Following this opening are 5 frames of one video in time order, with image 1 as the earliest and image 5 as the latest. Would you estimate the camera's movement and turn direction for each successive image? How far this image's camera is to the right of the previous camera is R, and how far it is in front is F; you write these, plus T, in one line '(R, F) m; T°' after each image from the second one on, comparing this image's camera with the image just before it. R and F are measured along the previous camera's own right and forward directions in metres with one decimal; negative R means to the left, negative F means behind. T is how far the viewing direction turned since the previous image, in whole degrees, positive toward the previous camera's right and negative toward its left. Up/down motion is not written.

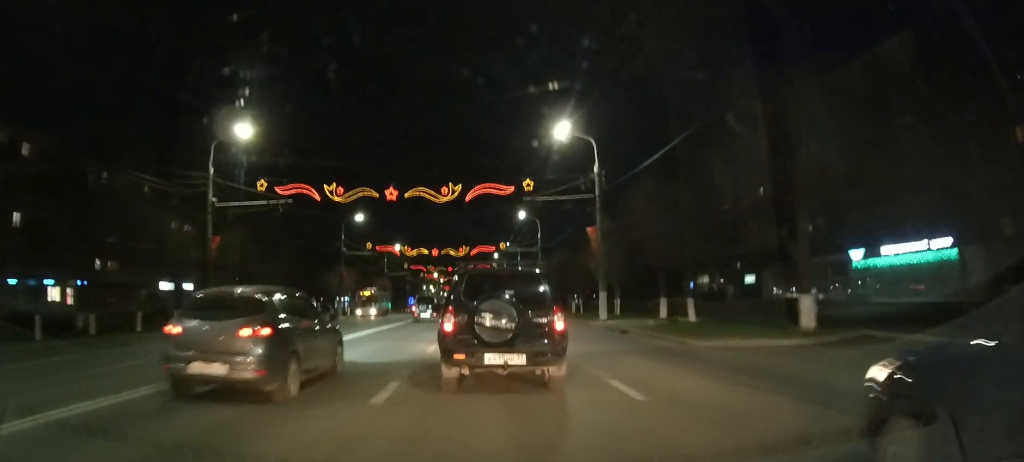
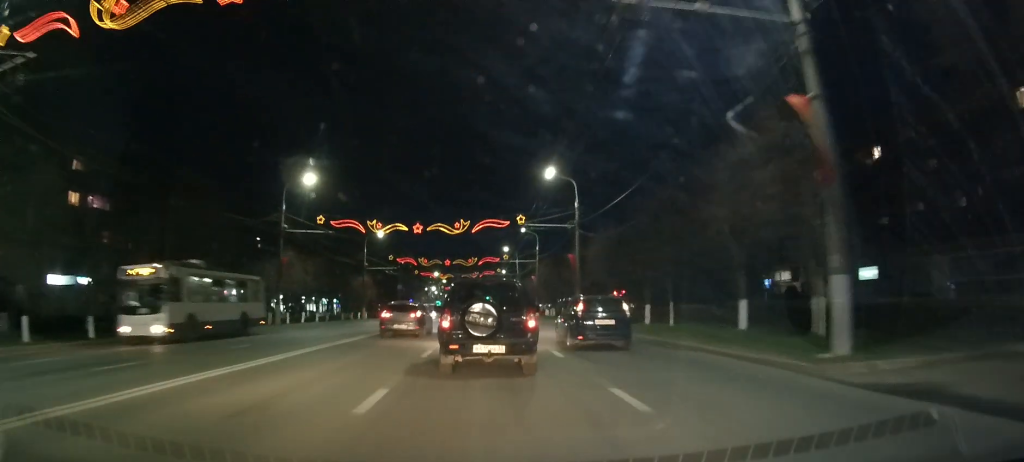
(-0.1, +24.5) m; -1°
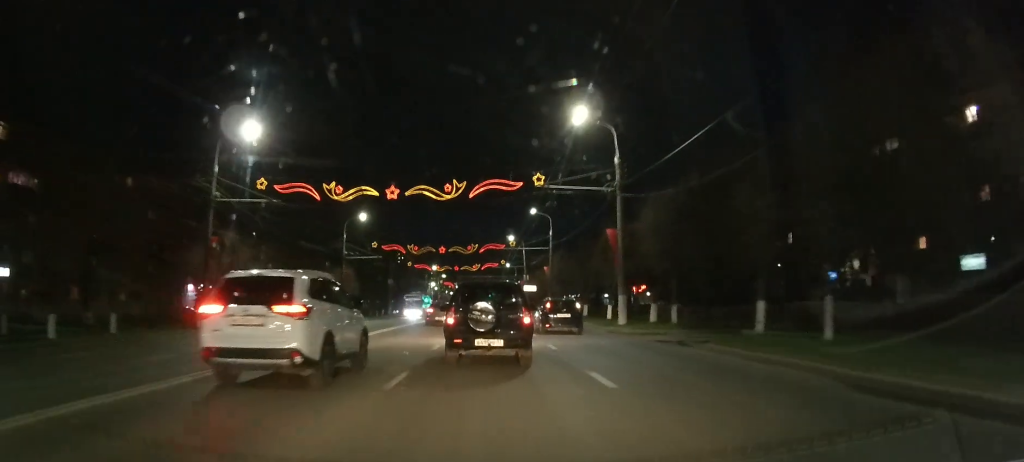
(-0.1, +13.8) m; 0°
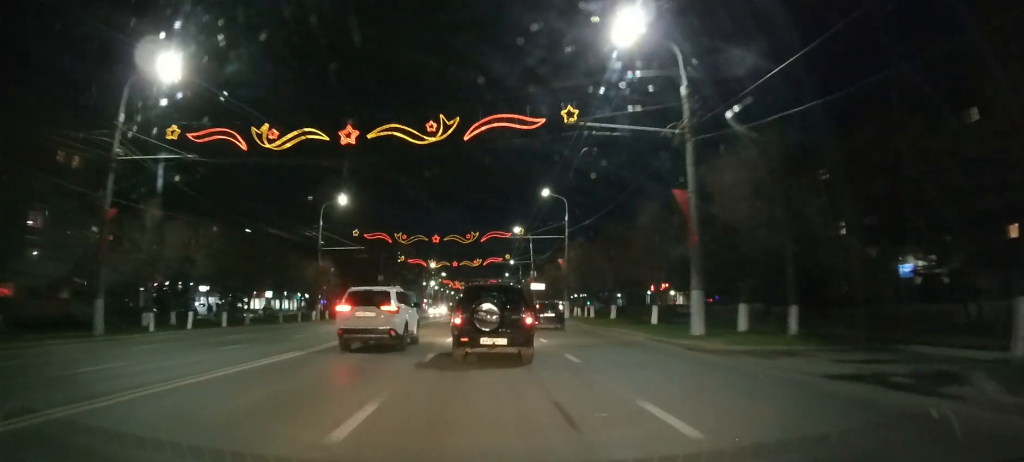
(0.0, +11.5) m; 0°
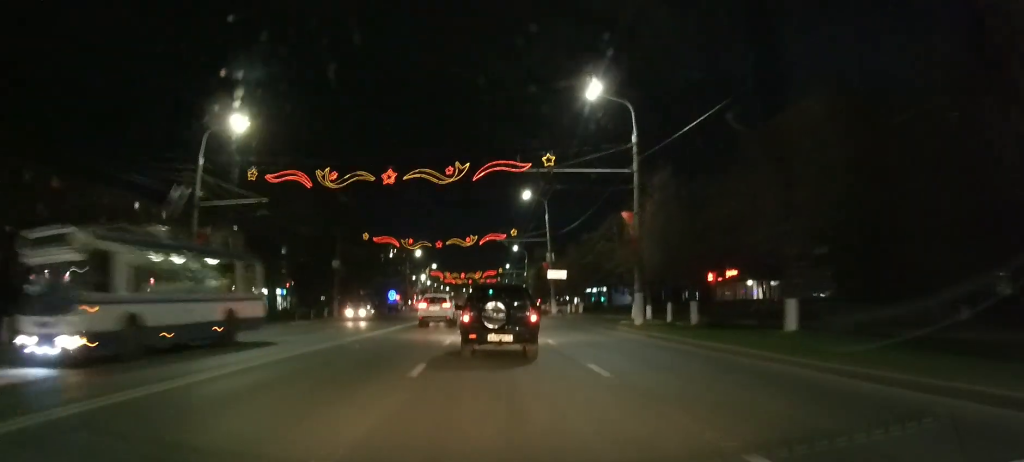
(0.0, +26.2) m; 0°
